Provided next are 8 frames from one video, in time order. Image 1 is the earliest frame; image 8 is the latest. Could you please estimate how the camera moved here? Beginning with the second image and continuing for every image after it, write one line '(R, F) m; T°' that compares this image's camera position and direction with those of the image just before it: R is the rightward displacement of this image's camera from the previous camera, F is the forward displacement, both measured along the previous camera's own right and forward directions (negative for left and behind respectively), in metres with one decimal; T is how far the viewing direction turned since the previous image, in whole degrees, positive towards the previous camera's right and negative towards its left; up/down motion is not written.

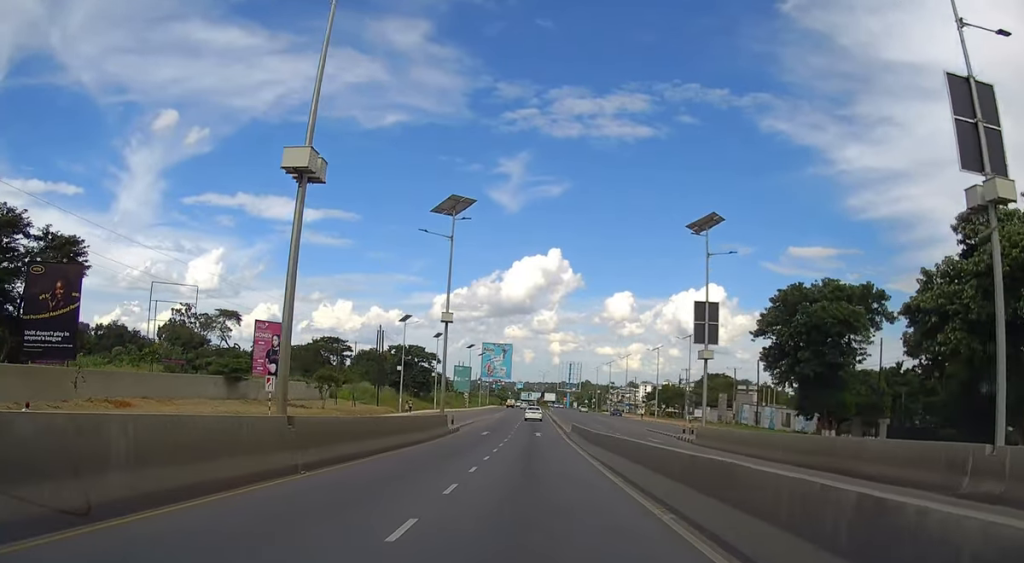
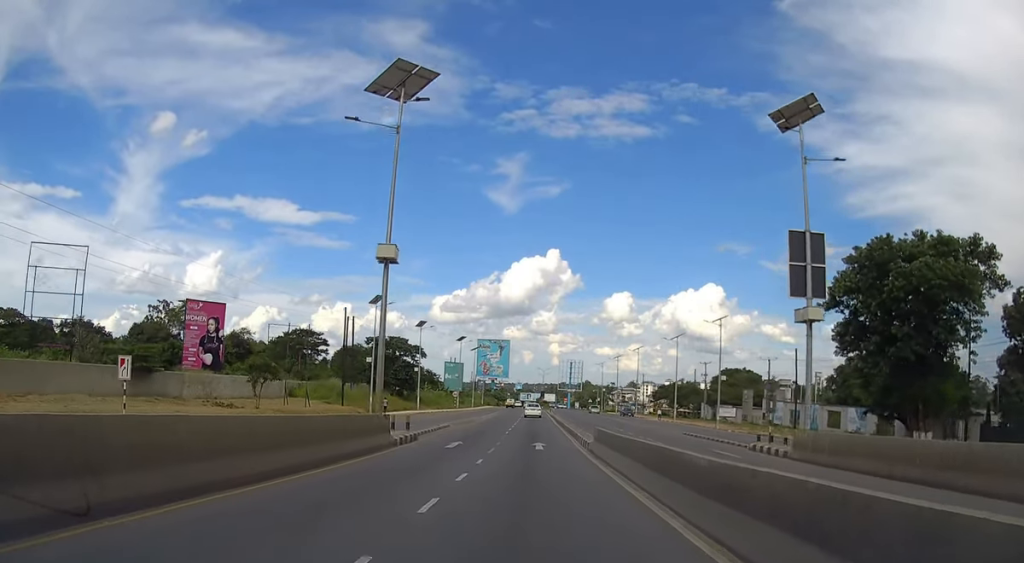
(0.0, +16.2) m; 0°
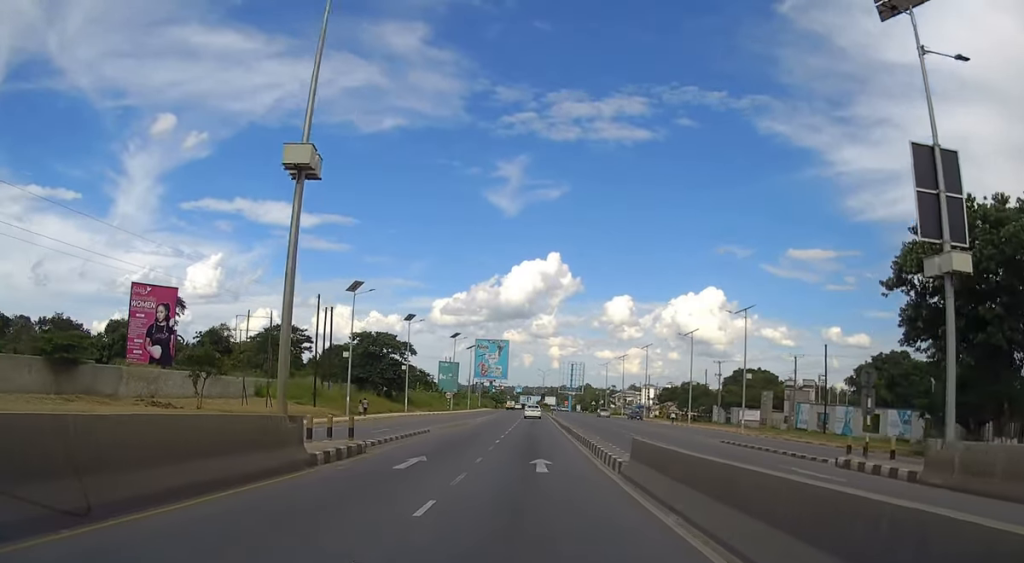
(0.0, +9.5) m; 0°
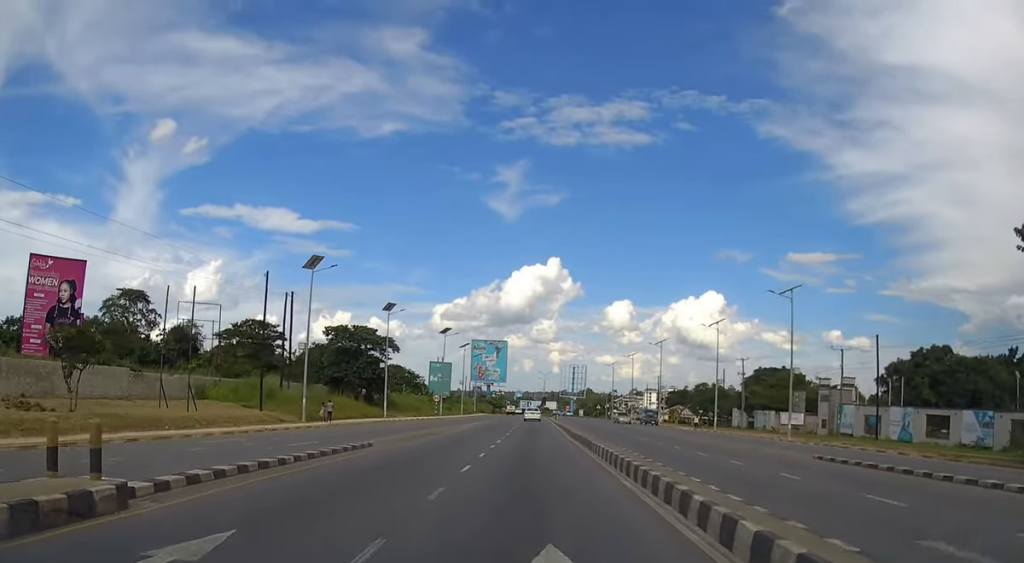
(0.0, +12.9) m; 0°
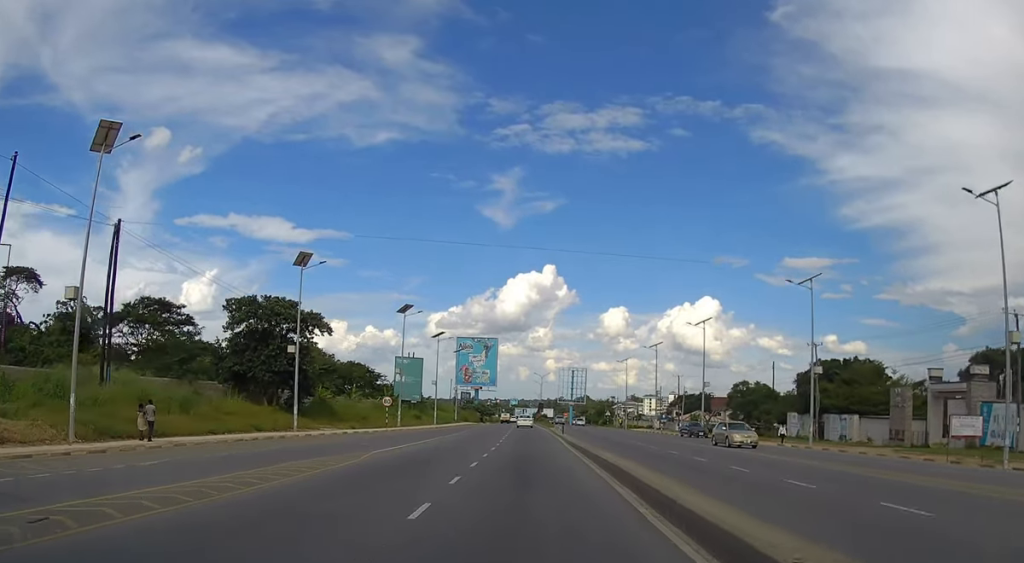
(0.0, +28.6) m; 0°
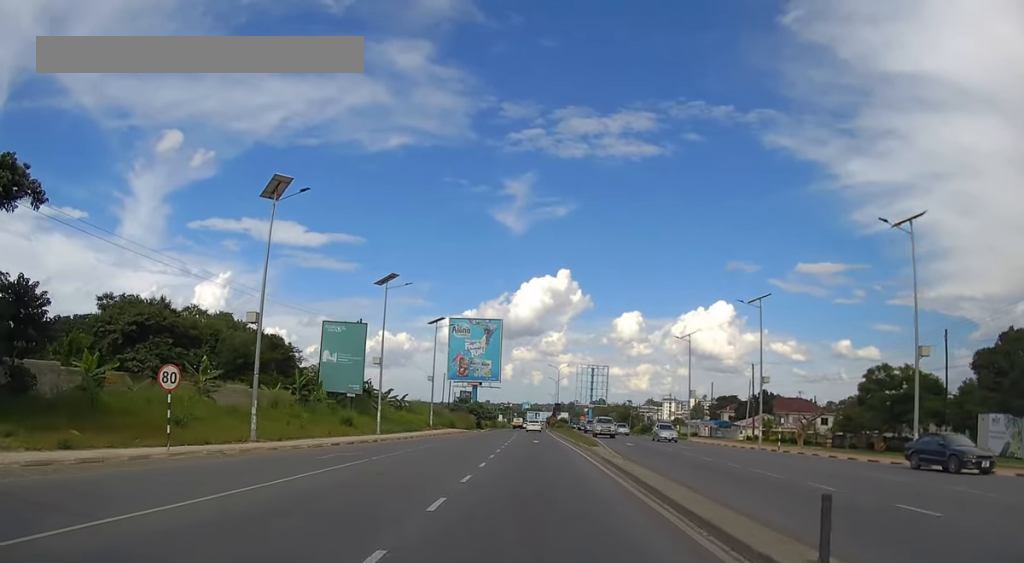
(+0.1, +40.6) m; 0°
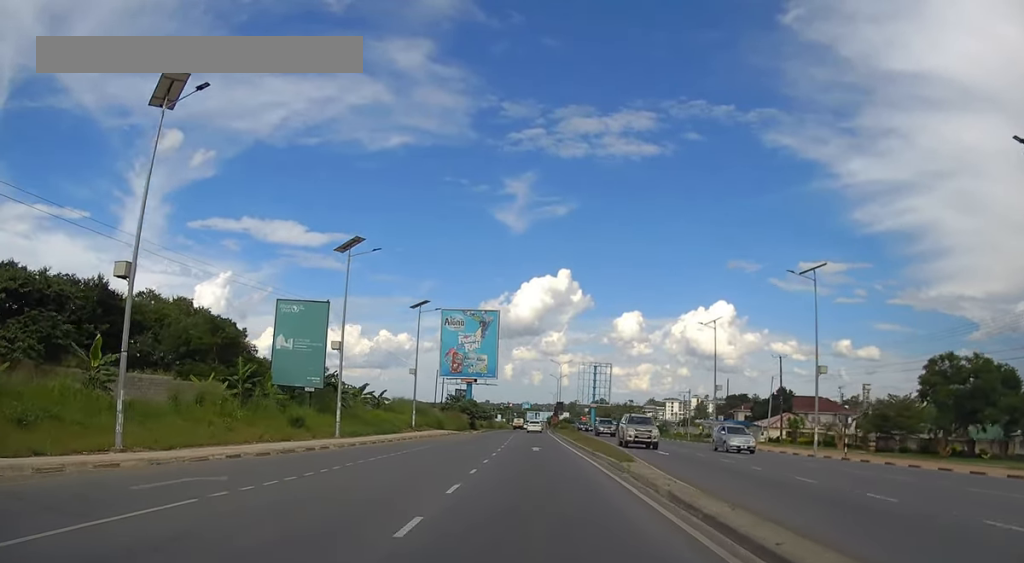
(0.0, +11.5) m; 0°
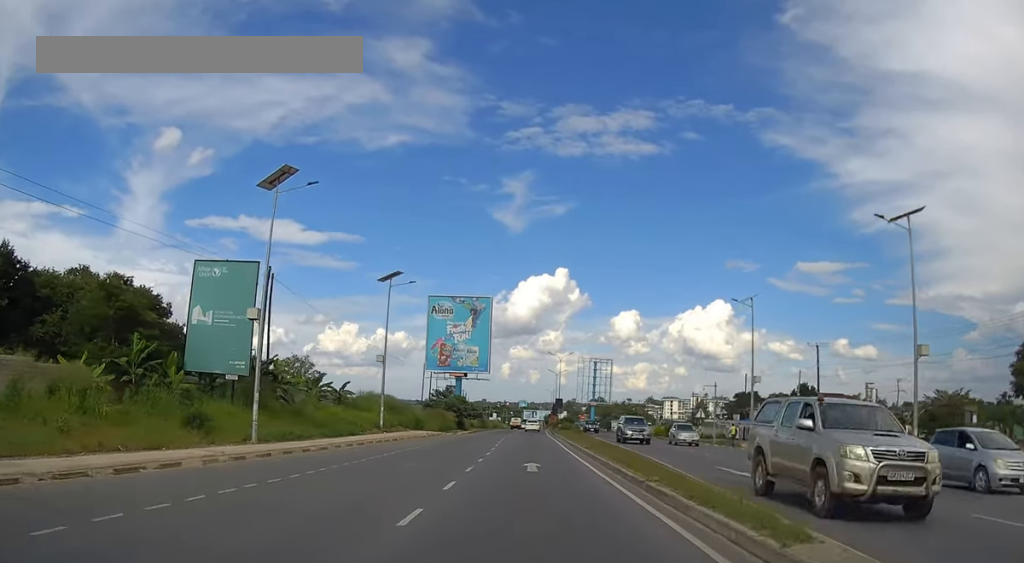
(-0.1, +12.8) m; -1°
